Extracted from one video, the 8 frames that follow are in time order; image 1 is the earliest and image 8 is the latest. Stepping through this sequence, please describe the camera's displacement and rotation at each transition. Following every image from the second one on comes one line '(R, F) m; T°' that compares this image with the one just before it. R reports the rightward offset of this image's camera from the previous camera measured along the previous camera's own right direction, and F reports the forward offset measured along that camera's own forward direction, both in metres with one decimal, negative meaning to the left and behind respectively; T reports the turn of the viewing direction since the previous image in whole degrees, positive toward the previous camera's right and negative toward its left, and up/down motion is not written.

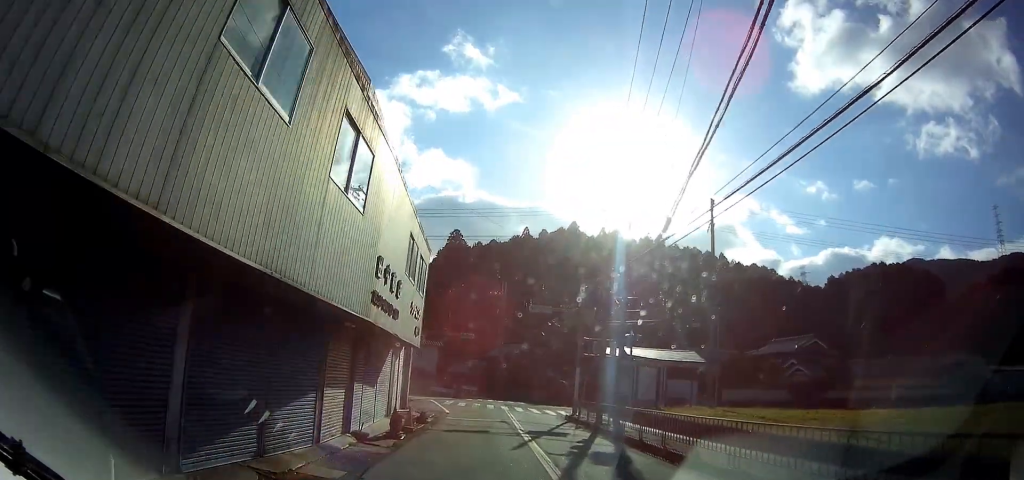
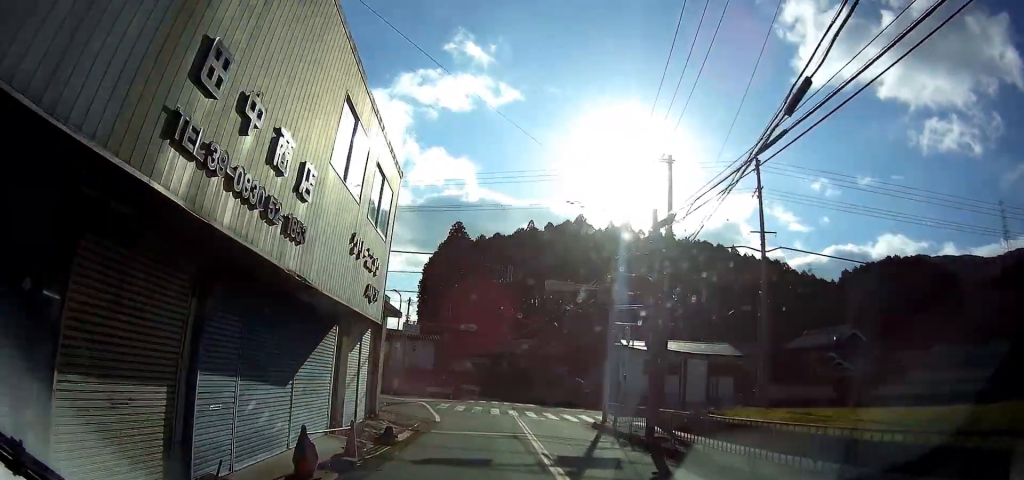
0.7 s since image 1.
(0.0, +6.3) m; -2°
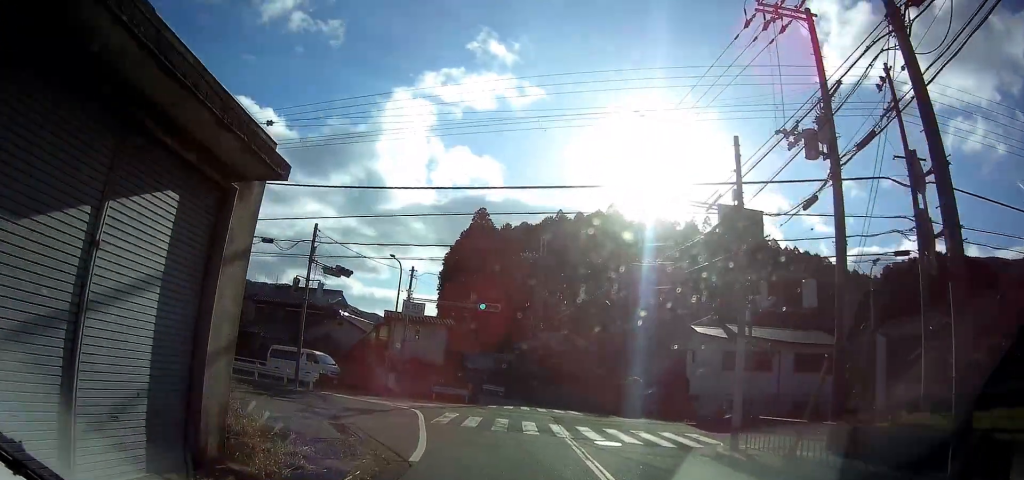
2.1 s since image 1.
(-0.4, +10.0) m; 0°
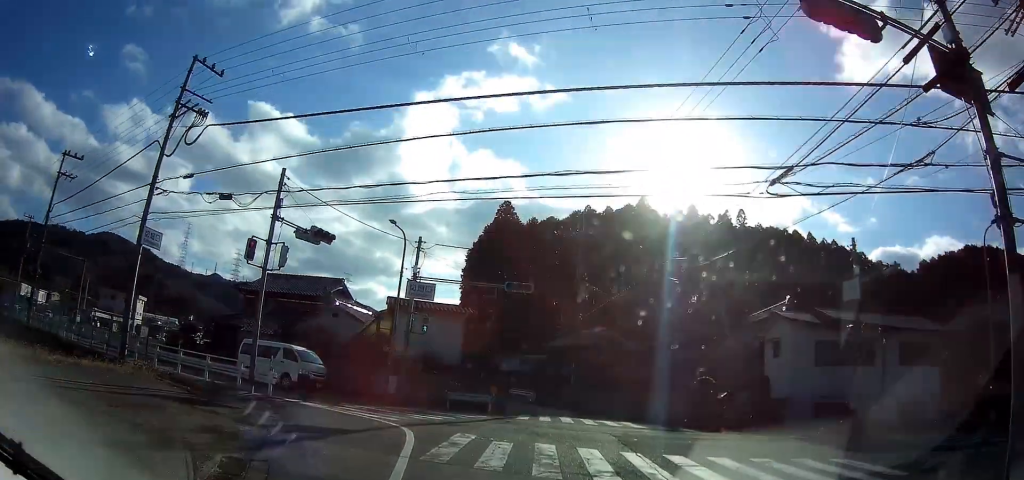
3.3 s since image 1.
(+0.3, +7.4) m; 0°
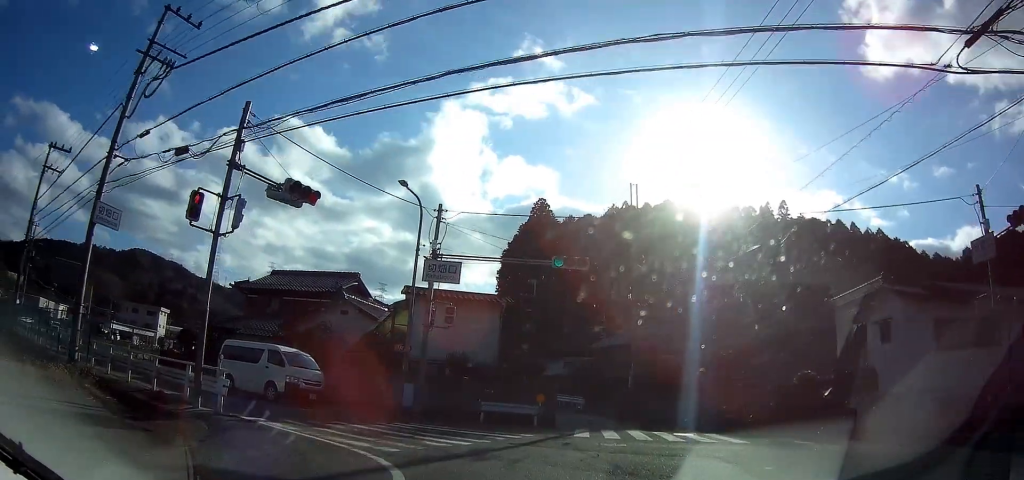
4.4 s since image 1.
(-0.3, +6.0) m; -12°
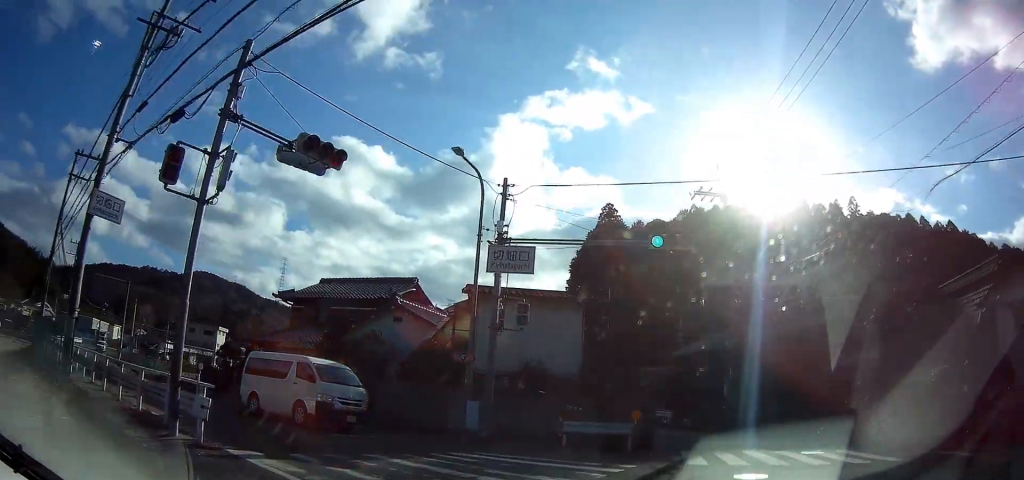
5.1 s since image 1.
(-0.5, +3.7) m; -9°
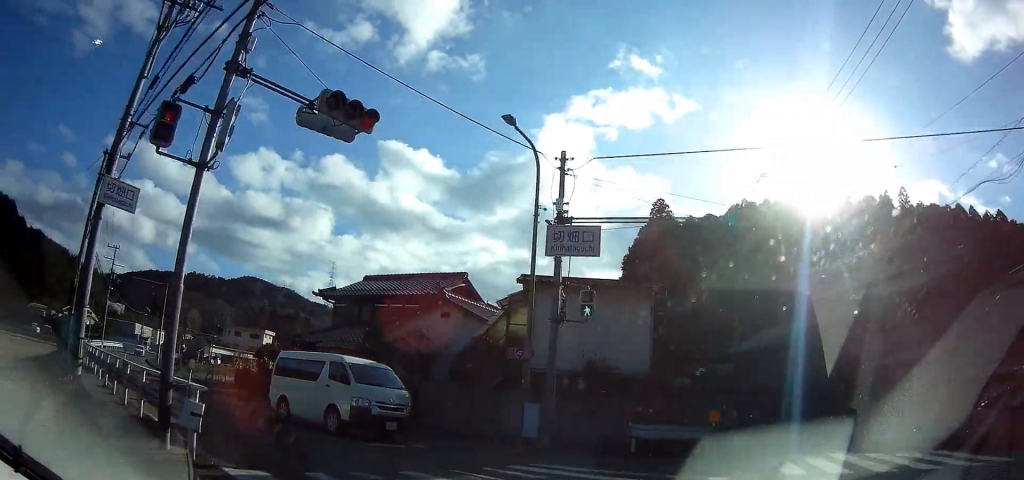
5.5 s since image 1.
(-0.1, +1.9) m; -5°
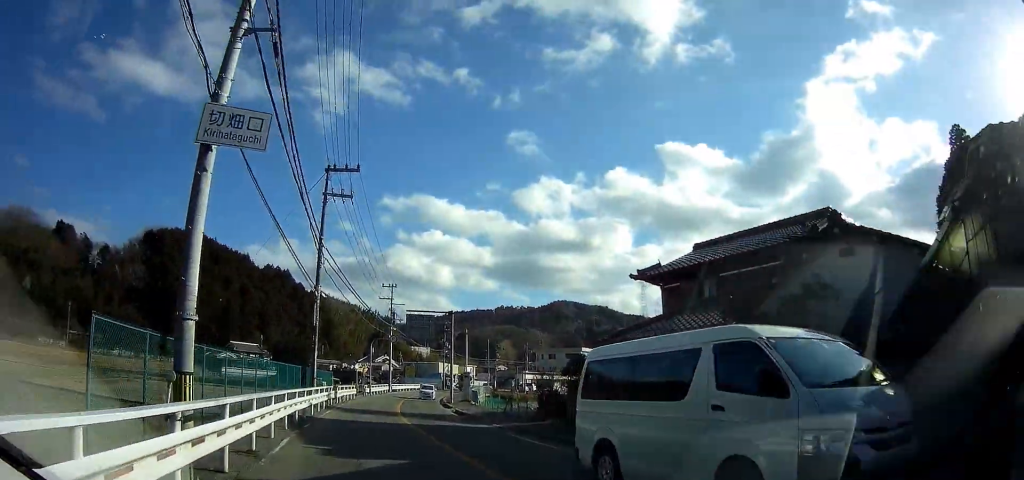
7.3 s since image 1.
(-1.3, +8.0) m; -21°
